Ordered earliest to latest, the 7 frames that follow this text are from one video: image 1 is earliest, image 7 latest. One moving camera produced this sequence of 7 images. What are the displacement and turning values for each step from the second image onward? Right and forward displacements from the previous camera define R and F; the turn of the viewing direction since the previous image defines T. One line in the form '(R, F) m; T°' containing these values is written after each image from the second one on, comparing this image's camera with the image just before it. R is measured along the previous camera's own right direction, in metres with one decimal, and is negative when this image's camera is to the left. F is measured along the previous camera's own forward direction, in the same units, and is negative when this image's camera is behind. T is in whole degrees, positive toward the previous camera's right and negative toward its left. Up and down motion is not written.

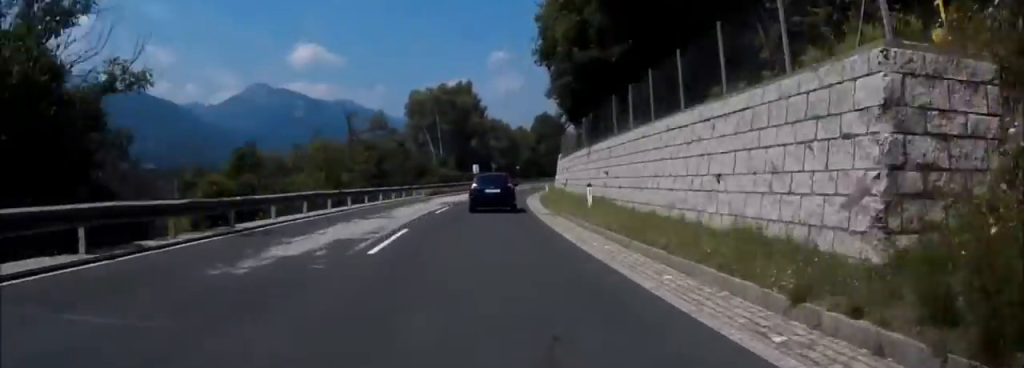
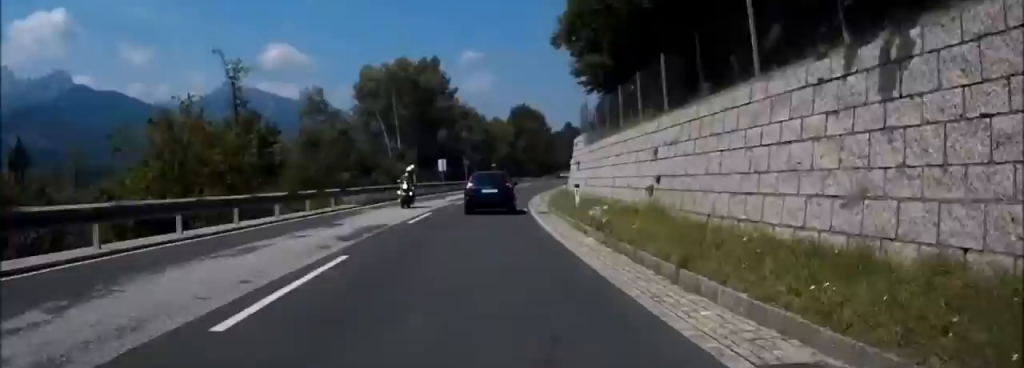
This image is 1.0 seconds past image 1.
(+0.2, +19.8) m; +2°
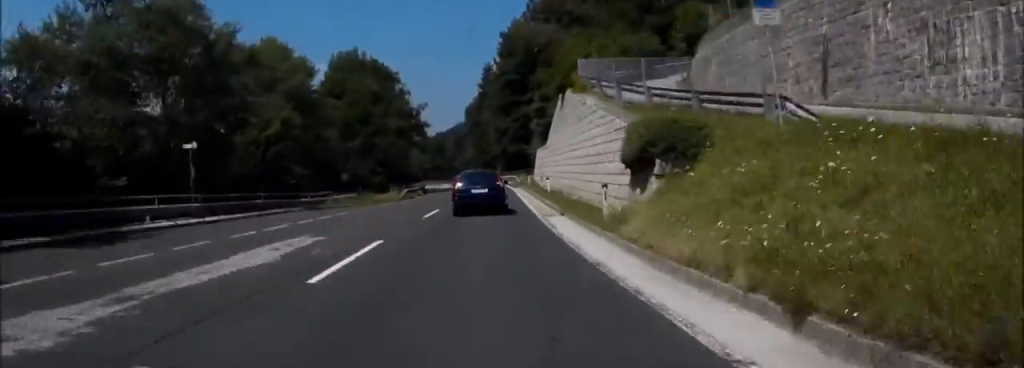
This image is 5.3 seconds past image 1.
(+6.6, +78.5) m; +9°
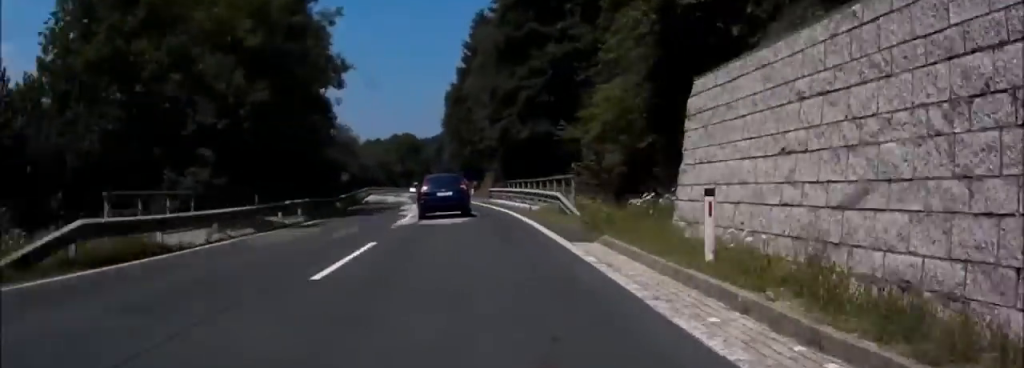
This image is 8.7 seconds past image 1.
(+0.8, +58.0) m; -1°
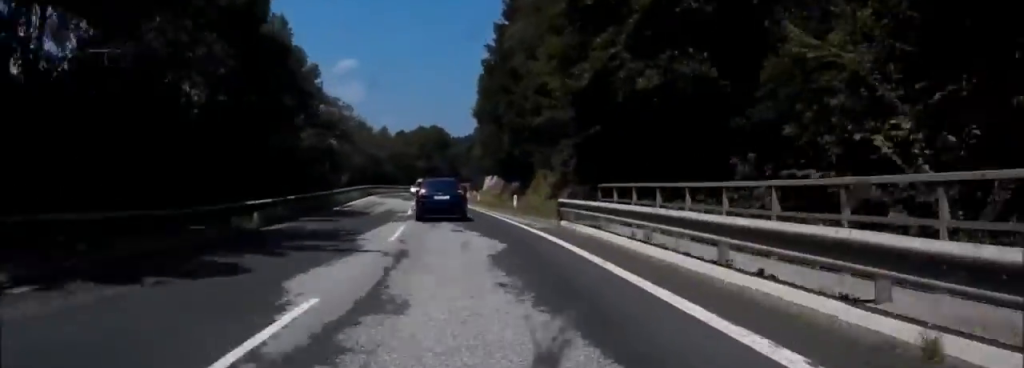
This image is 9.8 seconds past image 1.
(+0.1, +20.5) m; -1°
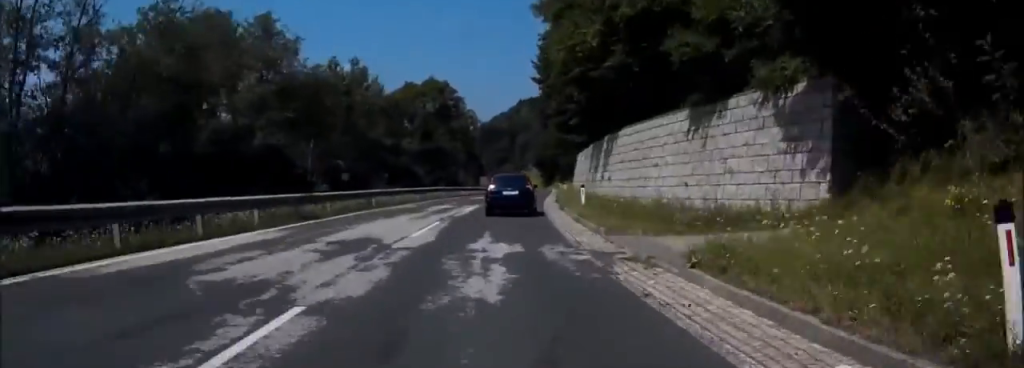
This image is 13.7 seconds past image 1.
(-2.1, +73.4) m; +1°
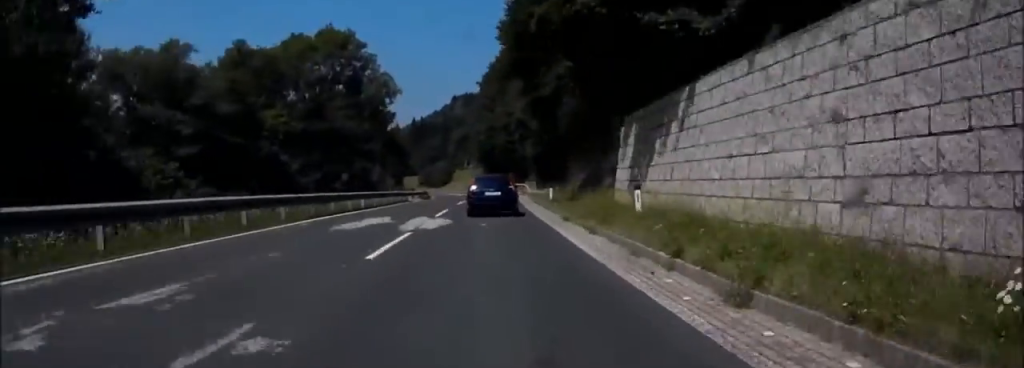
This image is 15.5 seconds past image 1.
(+1.5, +34.4) m; +4°
